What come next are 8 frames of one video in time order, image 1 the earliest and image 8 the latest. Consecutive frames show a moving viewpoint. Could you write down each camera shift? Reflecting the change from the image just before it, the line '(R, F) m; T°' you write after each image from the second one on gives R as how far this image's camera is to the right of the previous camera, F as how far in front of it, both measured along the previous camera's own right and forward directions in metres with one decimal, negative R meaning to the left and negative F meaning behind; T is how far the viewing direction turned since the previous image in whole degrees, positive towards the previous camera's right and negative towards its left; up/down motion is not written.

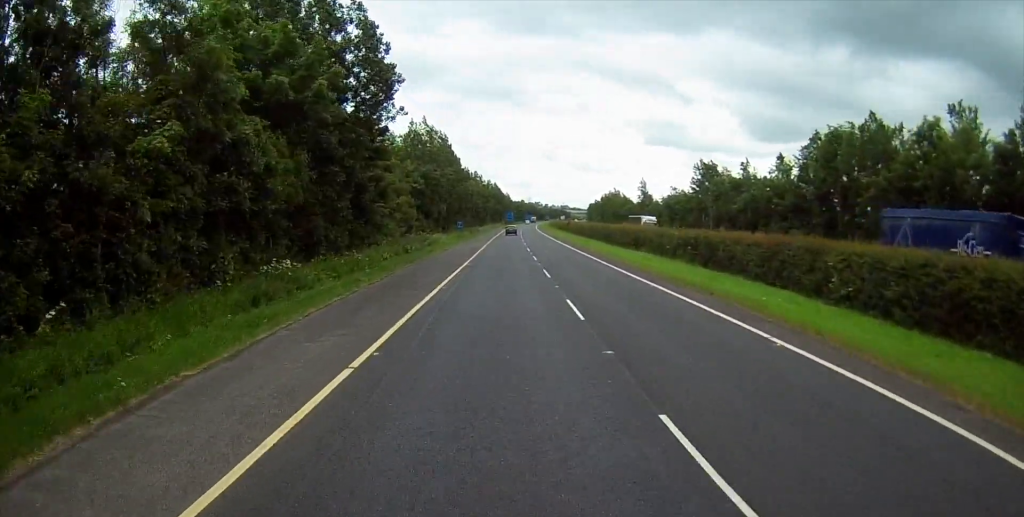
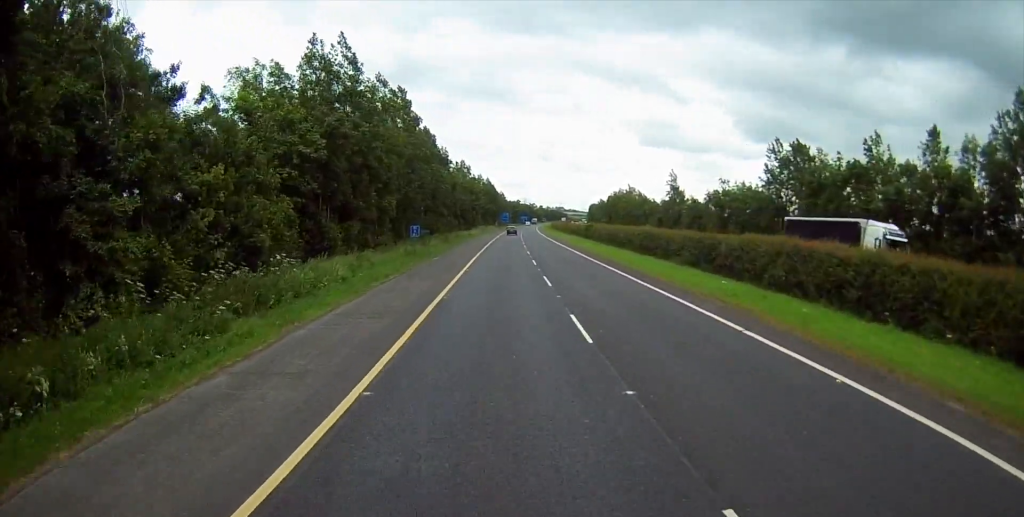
(0.0, +39.0) m; 0°
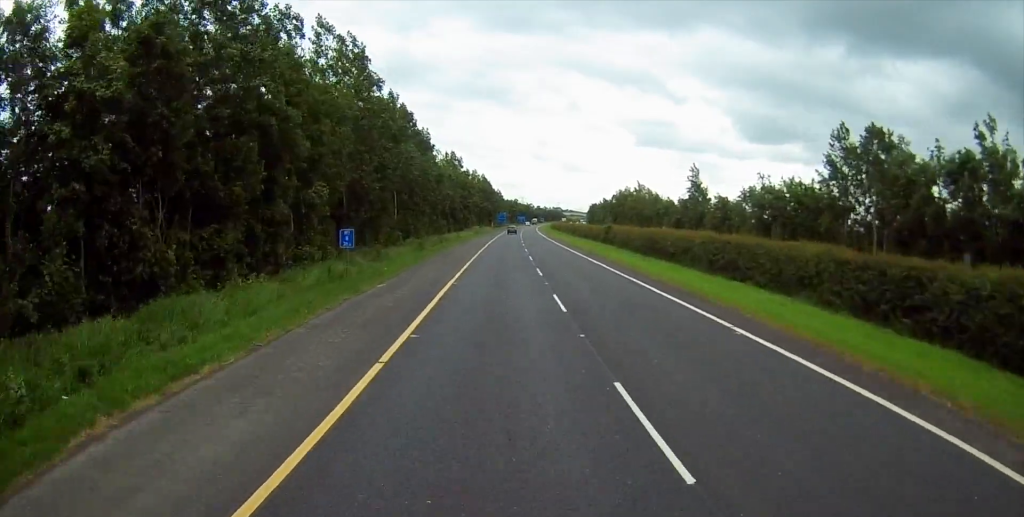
(+0.2, +19.4) m; 0°
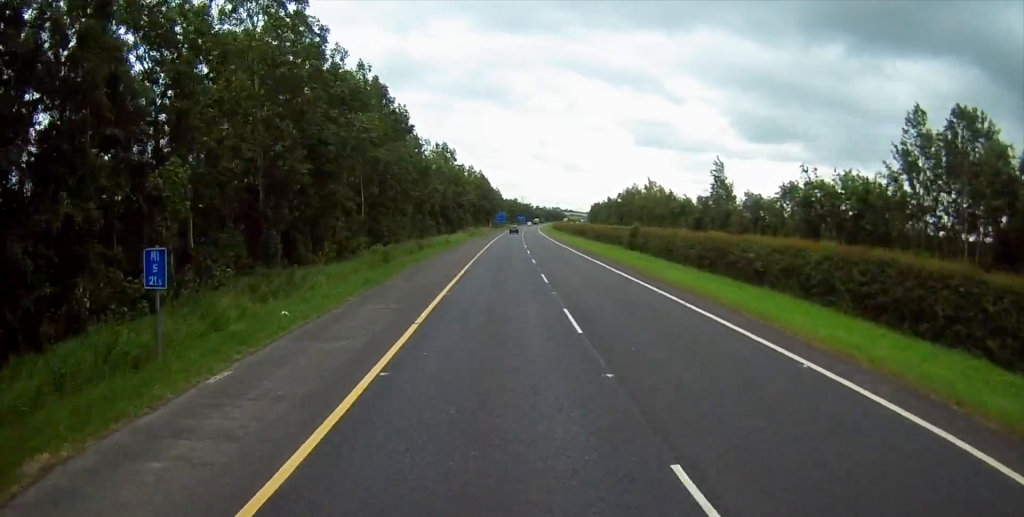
(+0.1, +15.6) m; 0°
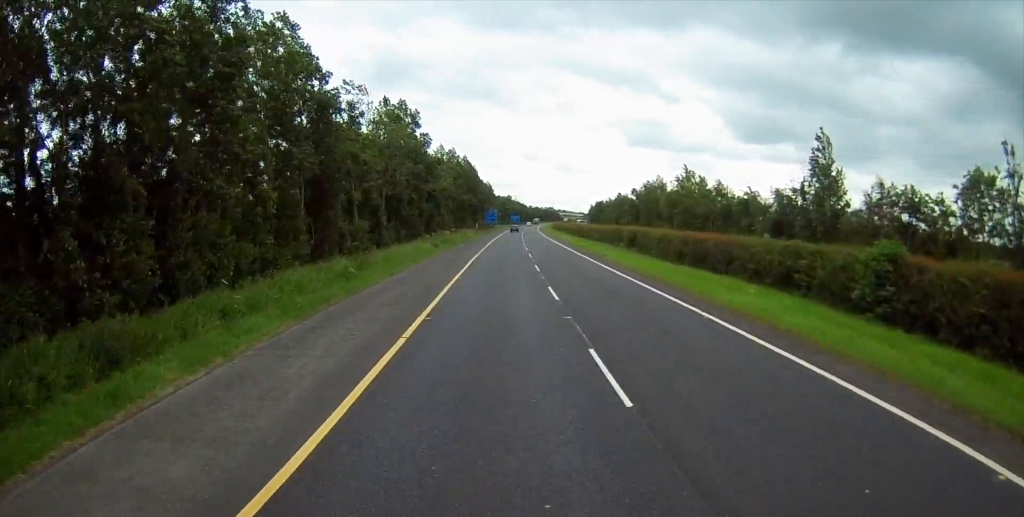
(+0.1, +42.0) m; 0°
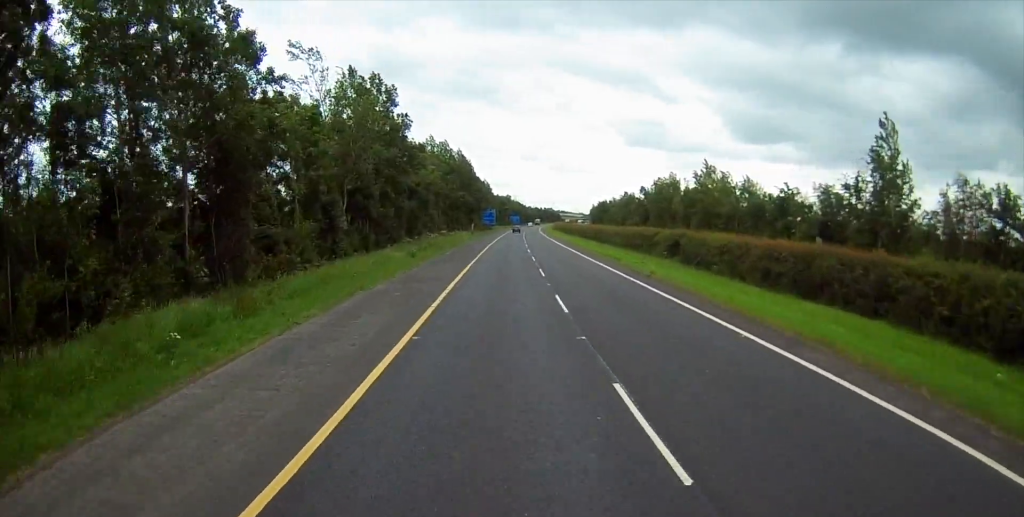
(-0.2, +14.7) m; 0°
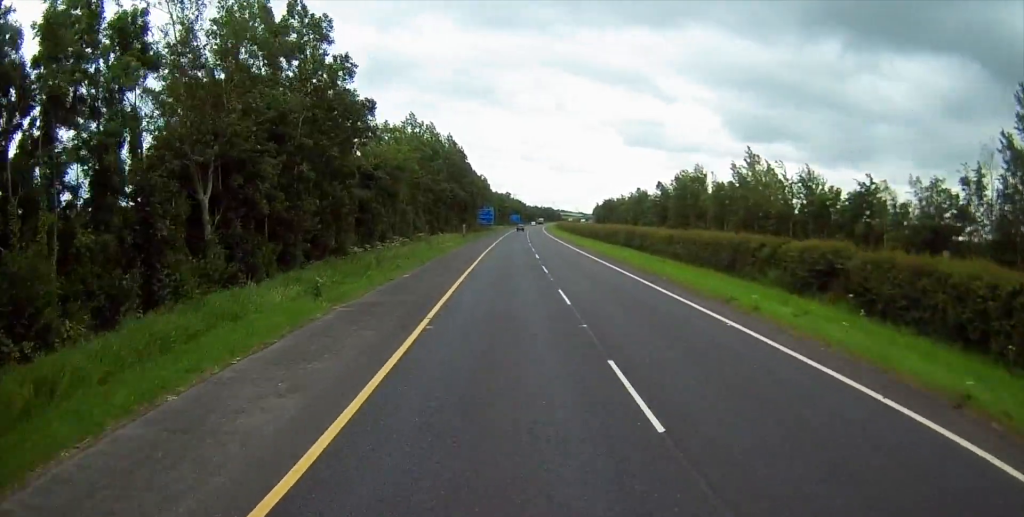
(+0.3, +22.5) m; +1°
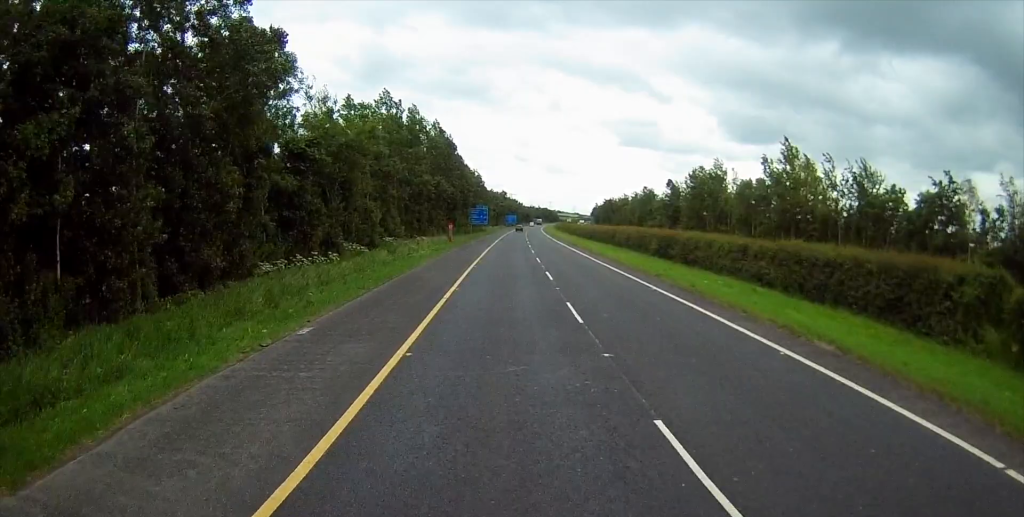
(0.0, +15.6) m; 0°
